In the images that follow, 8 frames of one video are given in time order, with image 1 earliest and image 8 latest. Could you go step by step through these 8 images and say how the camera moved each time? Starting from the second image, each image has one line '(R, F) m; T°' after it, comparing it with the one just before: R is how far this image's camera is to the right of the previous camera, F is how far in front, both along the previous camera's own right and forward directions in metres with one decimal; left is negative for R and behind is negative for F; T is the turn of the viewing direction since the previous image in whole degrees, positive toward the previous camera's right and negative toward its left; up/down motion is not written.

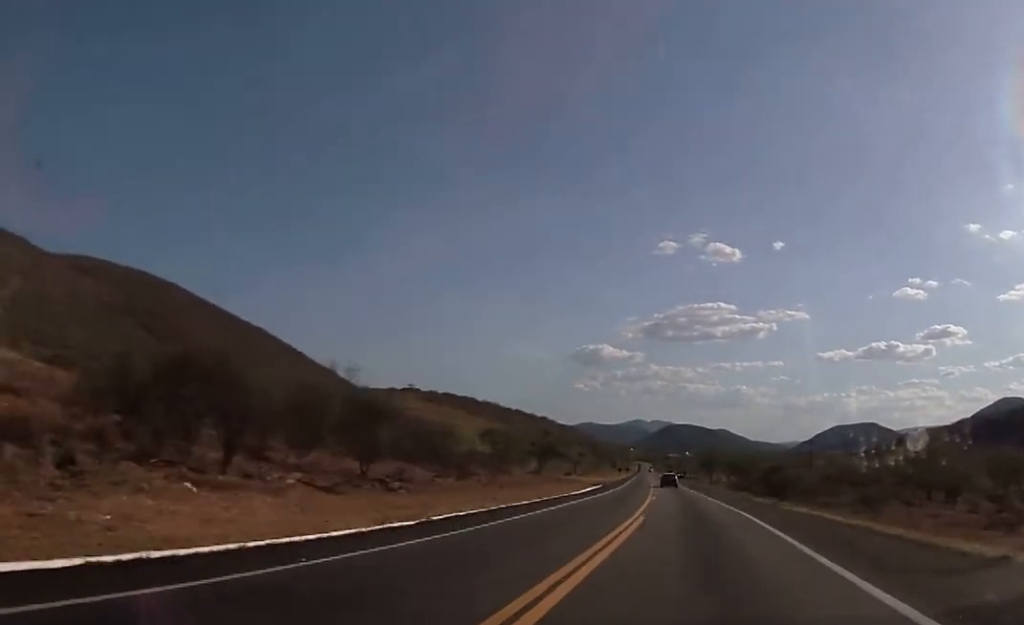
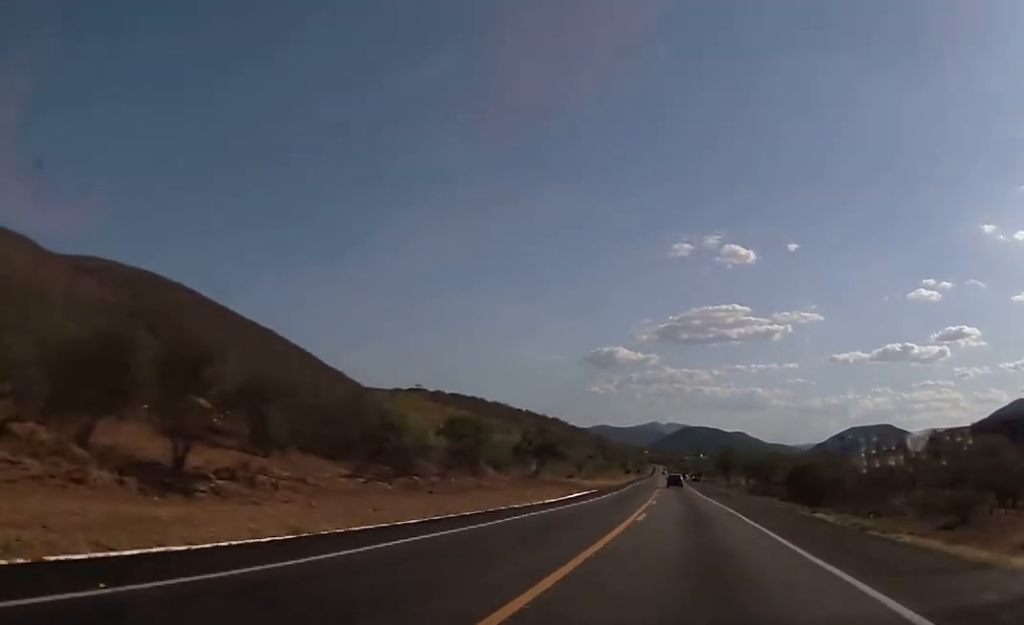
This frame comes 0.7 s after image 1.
(-0.4, +18.8) m; -1°
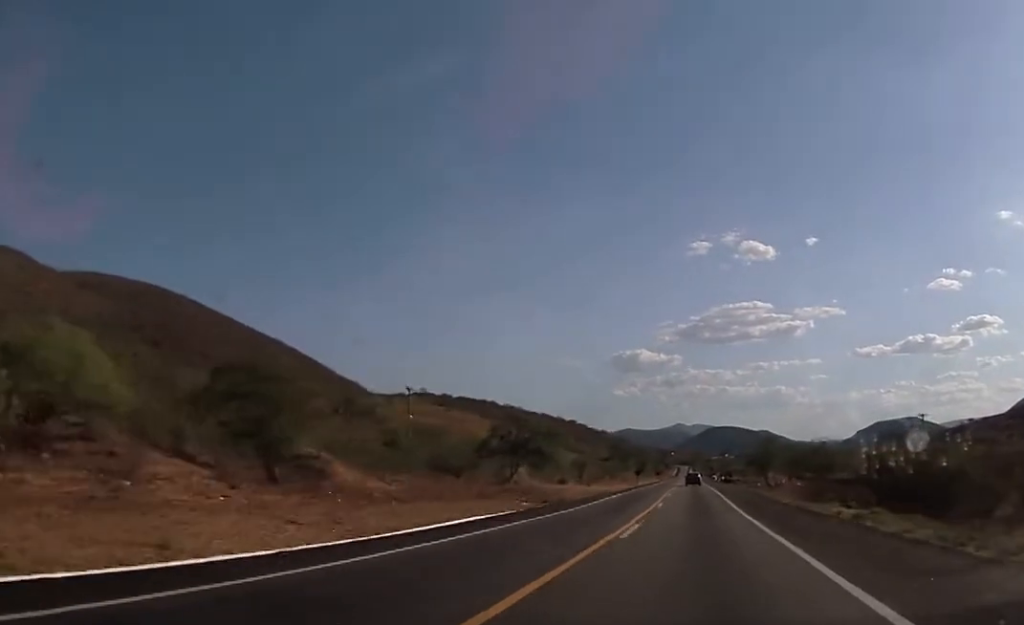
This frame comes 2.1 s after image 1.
(-0.2, +40.0) m; -1°
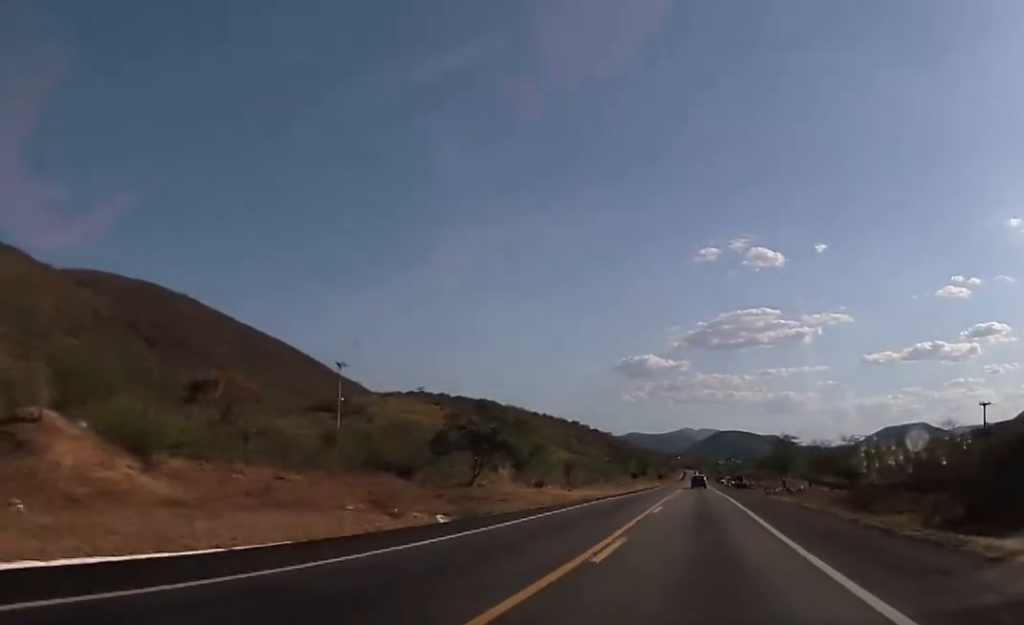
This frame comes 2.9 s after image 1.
(-0.3, +22.2) m; -1°
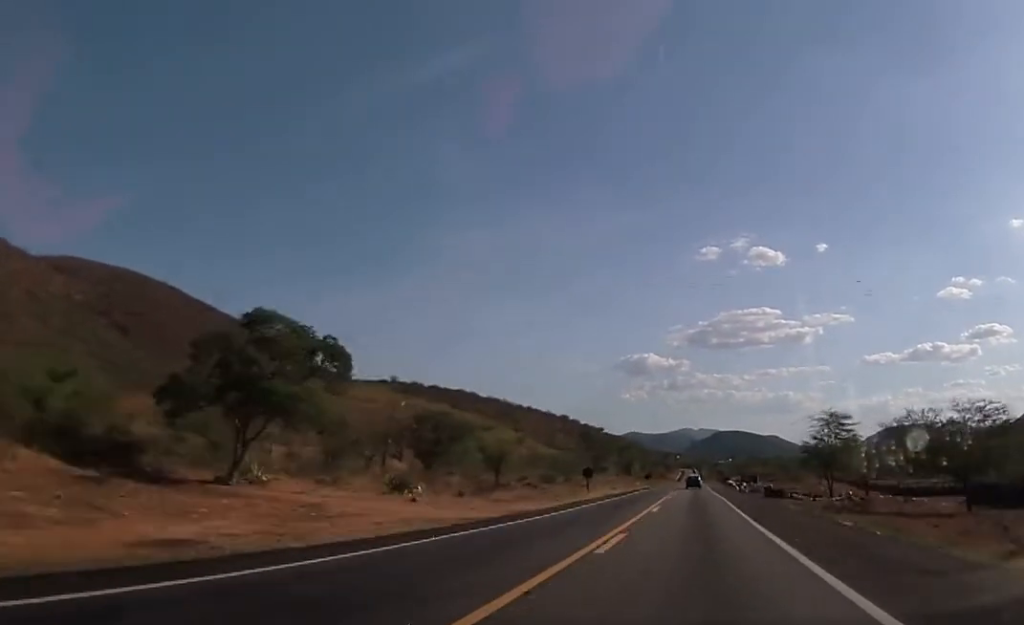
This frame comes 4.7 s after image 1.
(0.0, +49.6) m; +1°
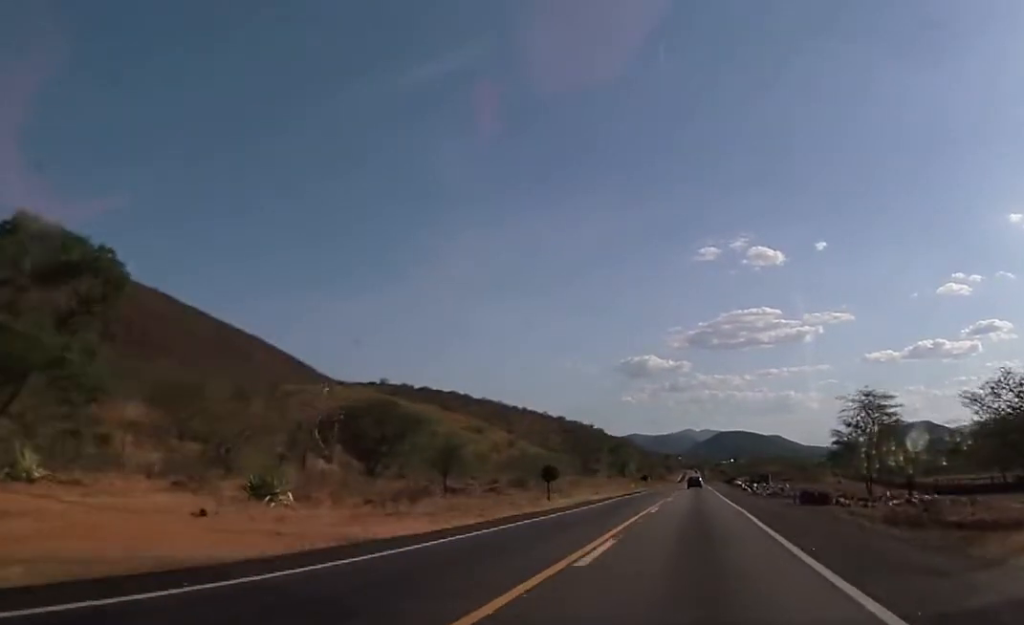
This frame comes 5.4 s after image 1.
(+0.3, +19.2) m; 0°
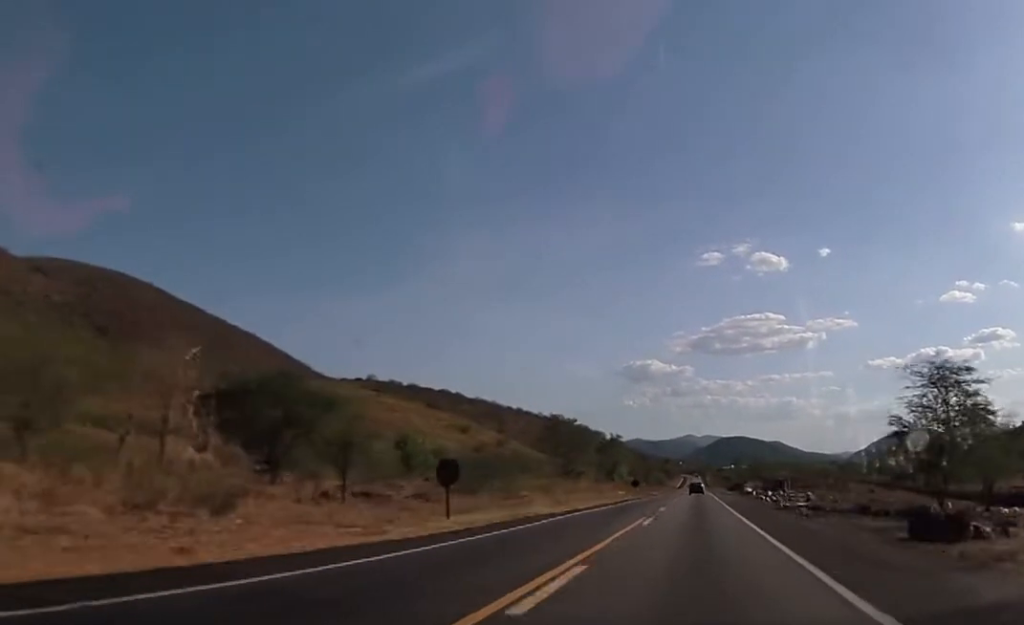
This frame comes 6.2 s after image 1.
(-0.1, +21.1) m; -1°
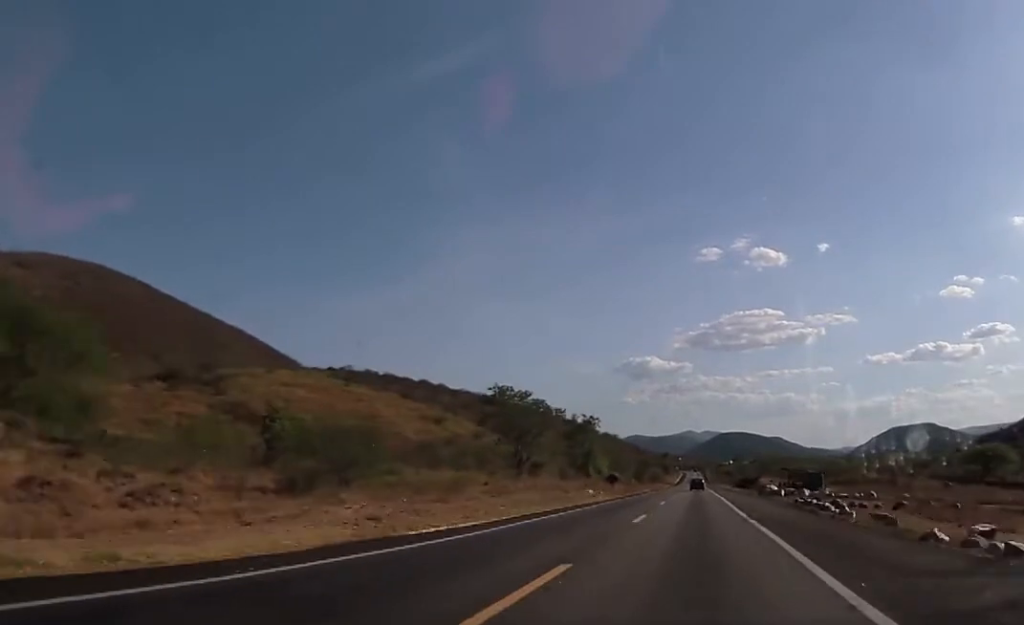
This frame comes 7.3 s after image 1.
(-0.6, +32.3) m; 0°
